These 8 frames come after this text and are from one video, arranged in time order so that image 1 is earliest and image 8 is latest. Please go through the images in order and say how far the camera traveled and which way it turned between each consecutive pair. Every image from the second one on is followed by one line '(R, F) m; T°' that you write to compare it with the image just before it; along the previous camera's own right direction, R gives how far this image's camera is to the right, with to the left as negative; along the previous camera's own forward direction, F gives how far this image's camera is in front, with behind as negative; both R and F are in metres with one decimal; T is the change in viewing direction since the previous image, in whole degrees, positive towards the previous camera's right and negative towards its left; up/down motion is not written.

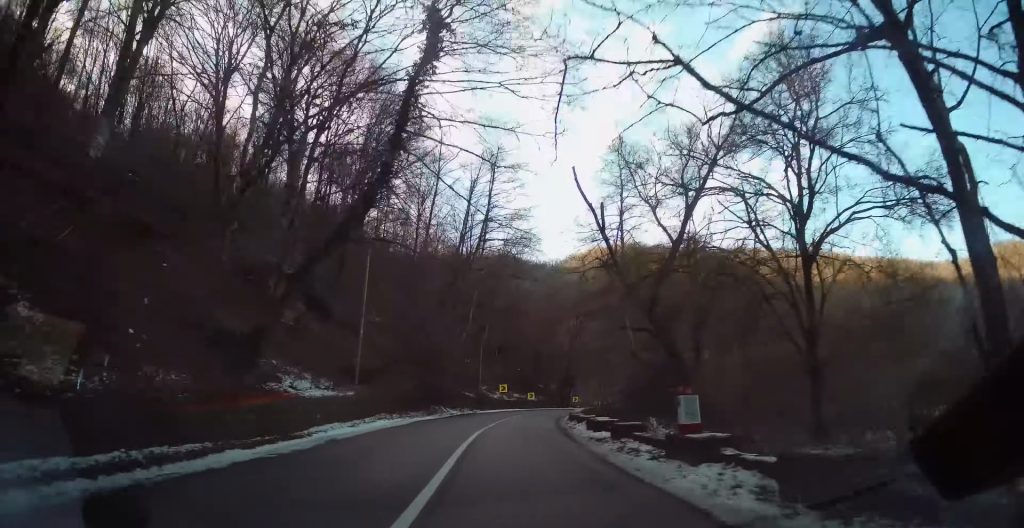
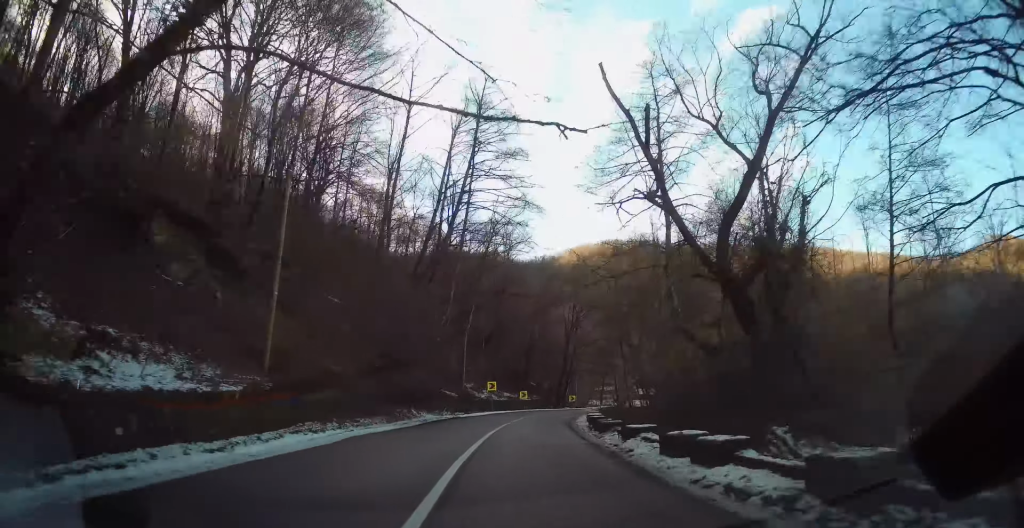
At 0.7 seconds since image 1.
(+0.1, +10.6) m; +1°
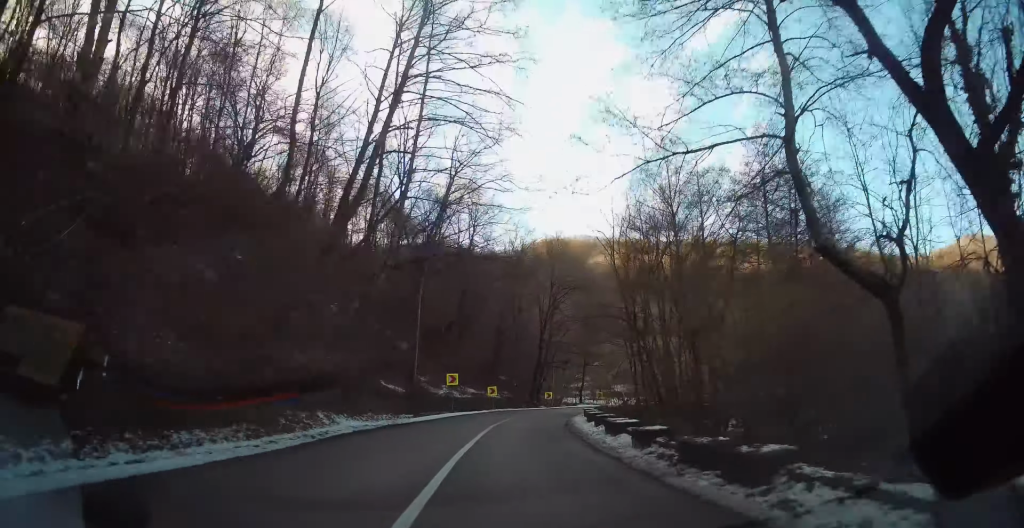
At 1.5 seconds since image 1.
(+0.2, +12.7) m; +3°
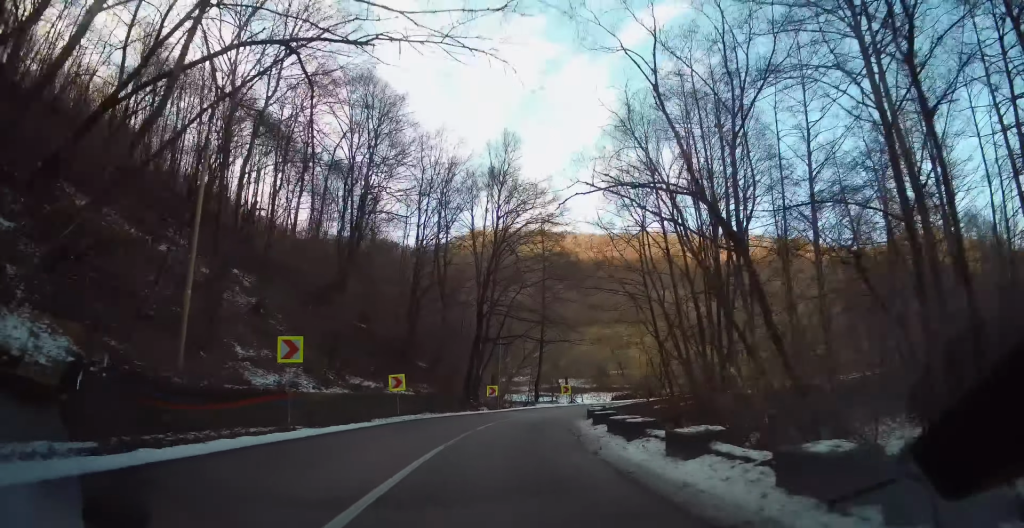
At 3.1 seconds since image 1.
(+1.4, +23.8) m; +7°
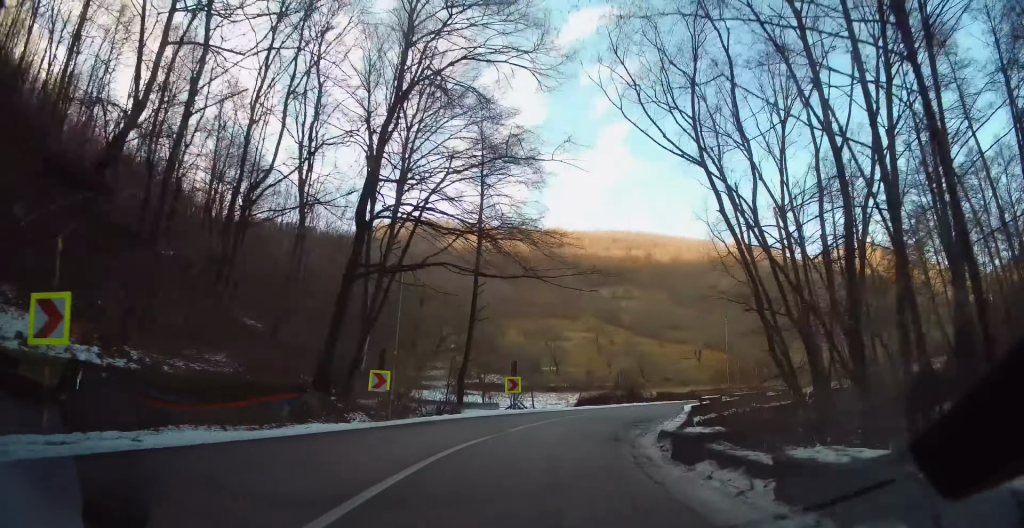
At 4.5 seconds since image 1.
(+0.8, +20.6) m; +5°
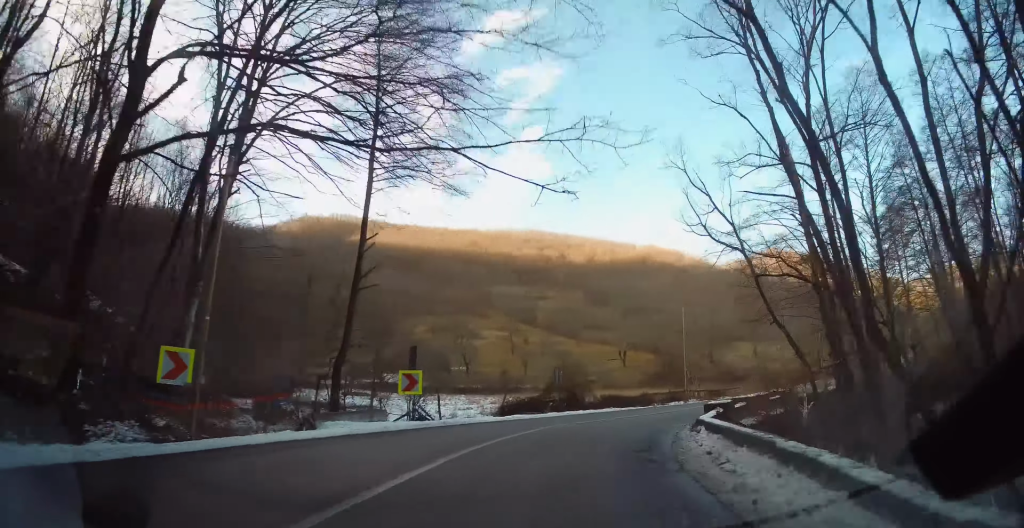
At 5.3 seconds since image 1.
(-0.7, +9.9) m; +8°
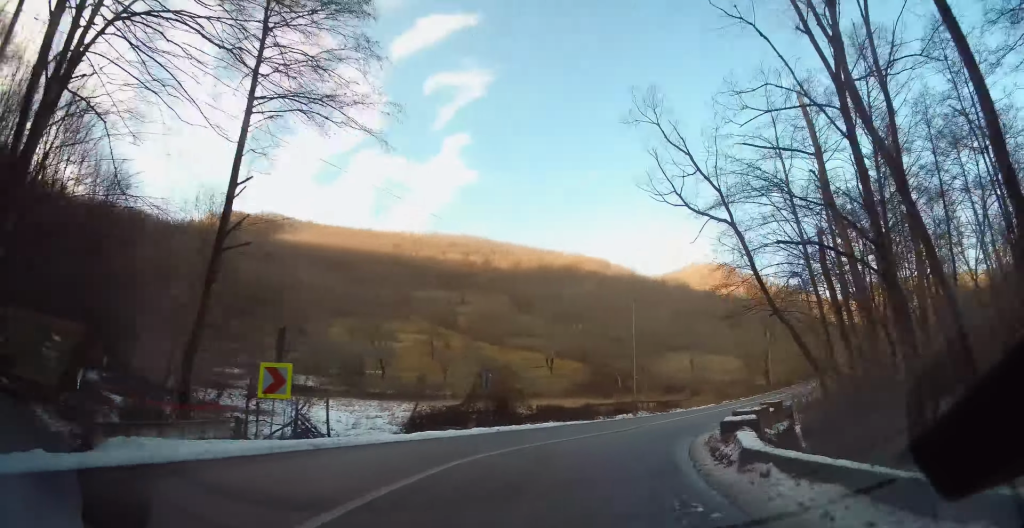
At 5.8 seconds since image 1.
(+1.4, +6.3) m; +13°
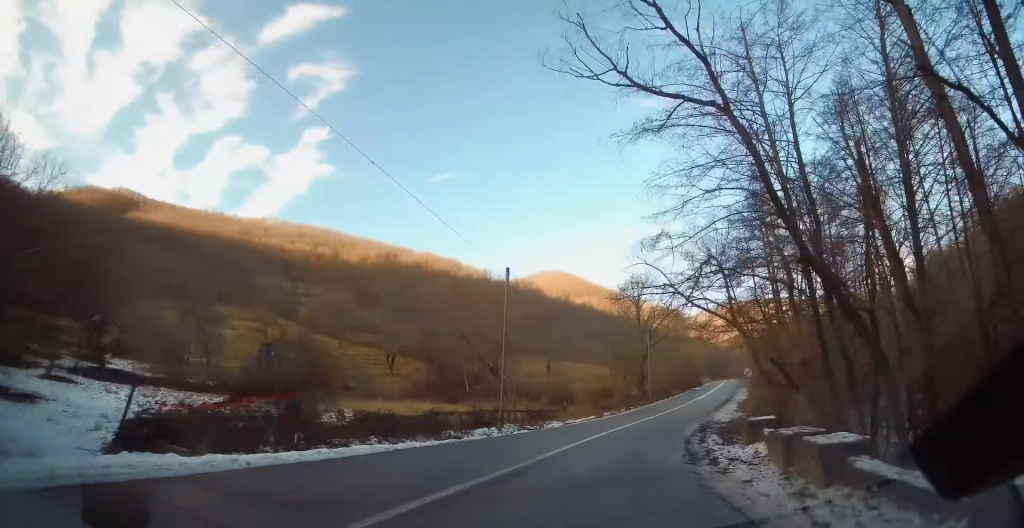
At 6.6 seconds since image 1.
(+1.7, +10.0) m; +19°
